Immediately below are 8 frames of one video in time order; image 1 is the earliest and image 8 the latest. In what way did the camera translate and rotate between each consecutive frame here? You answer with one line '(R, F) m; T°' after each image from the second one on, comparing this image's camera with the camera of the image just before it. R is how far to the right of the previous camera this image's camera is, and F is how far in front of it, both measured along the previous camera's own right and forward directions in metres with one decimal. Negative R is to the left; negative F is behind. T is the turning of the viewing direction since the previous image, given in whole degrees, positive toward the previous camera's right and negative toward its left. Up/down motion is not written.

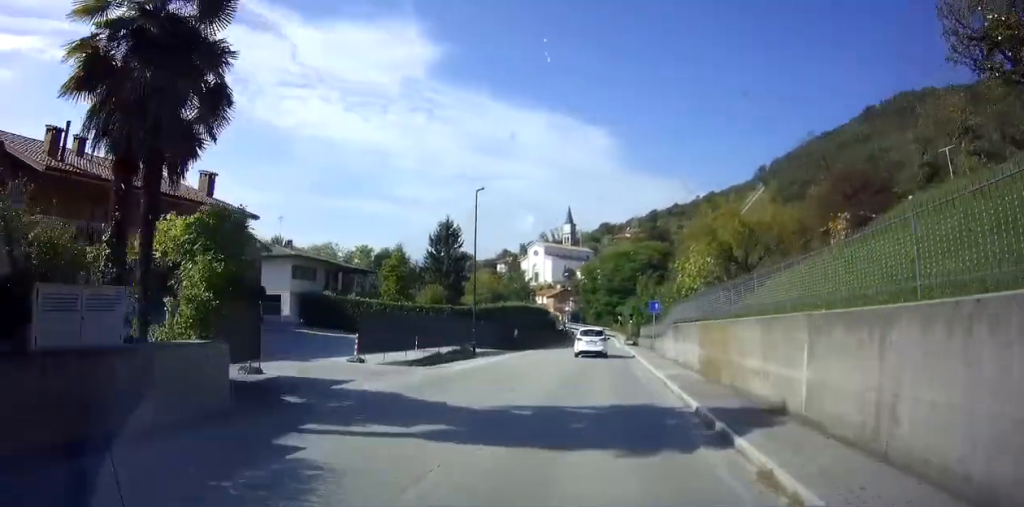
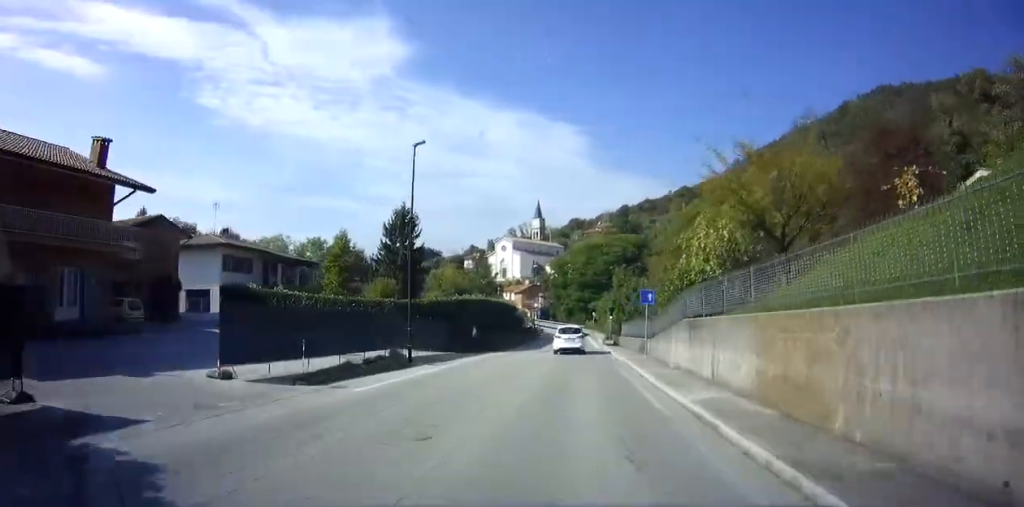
(+0.4, +6.6) m; +3°
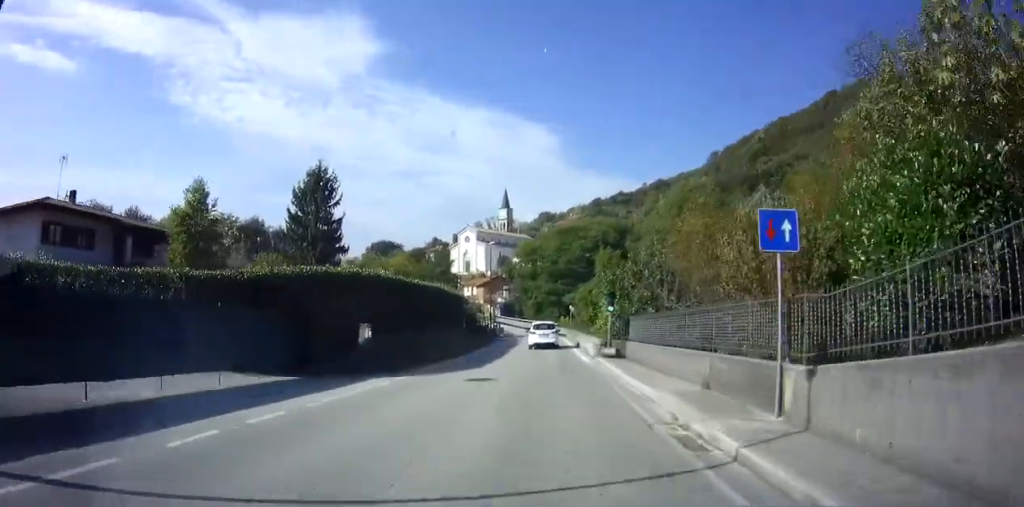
(0.0, +16.3) m; 0°
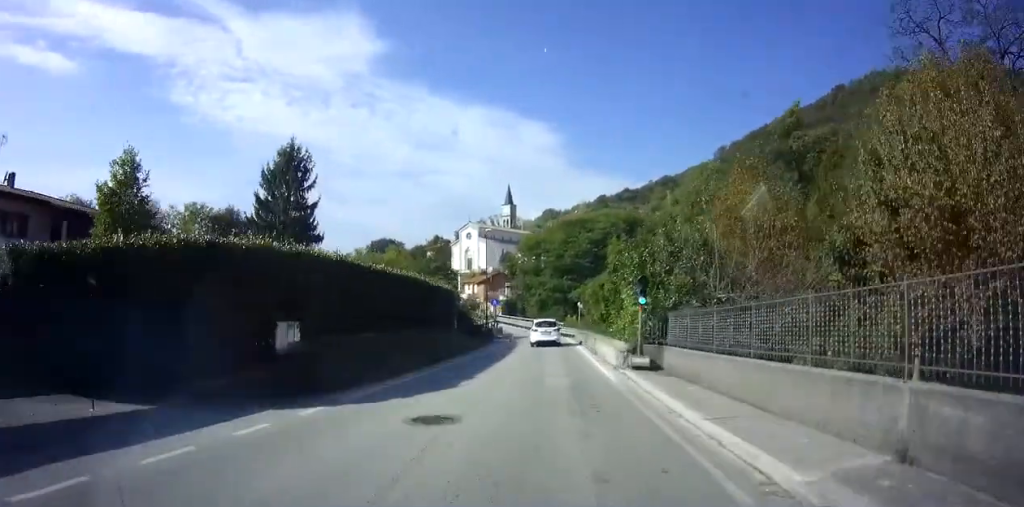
(0.0, +6.2) m; 0°
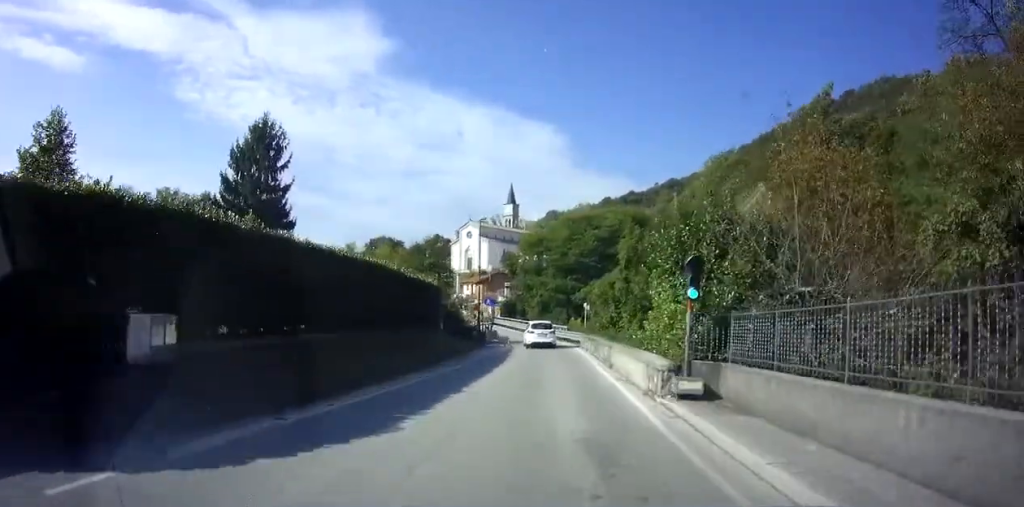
(0.0, +5.2) m; 0°
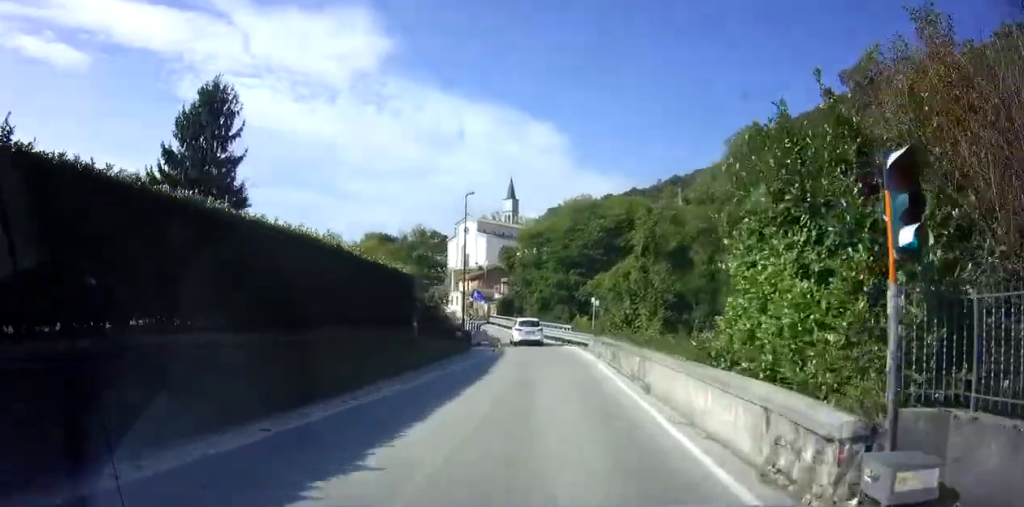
(0.0, +6.4) m; 0°
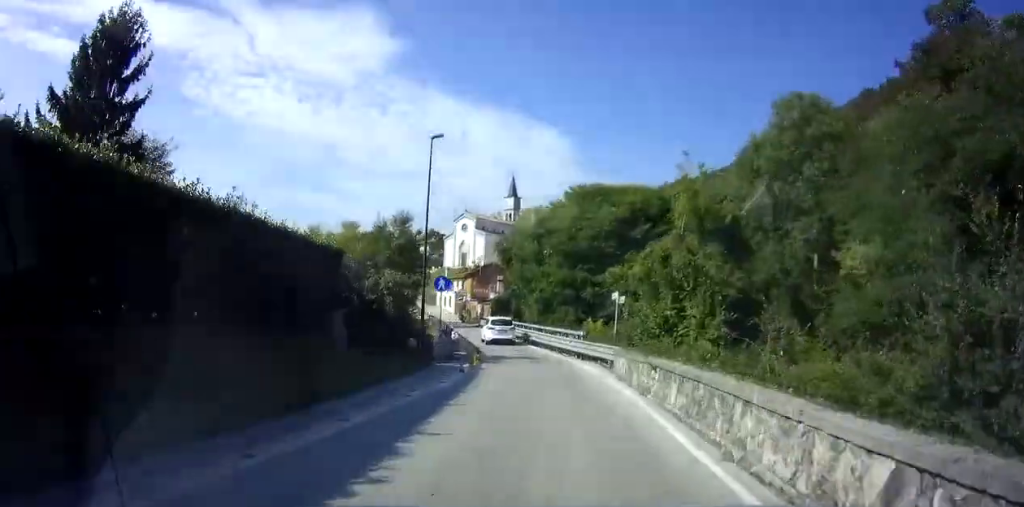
(0.0, +9.4) m; 0°
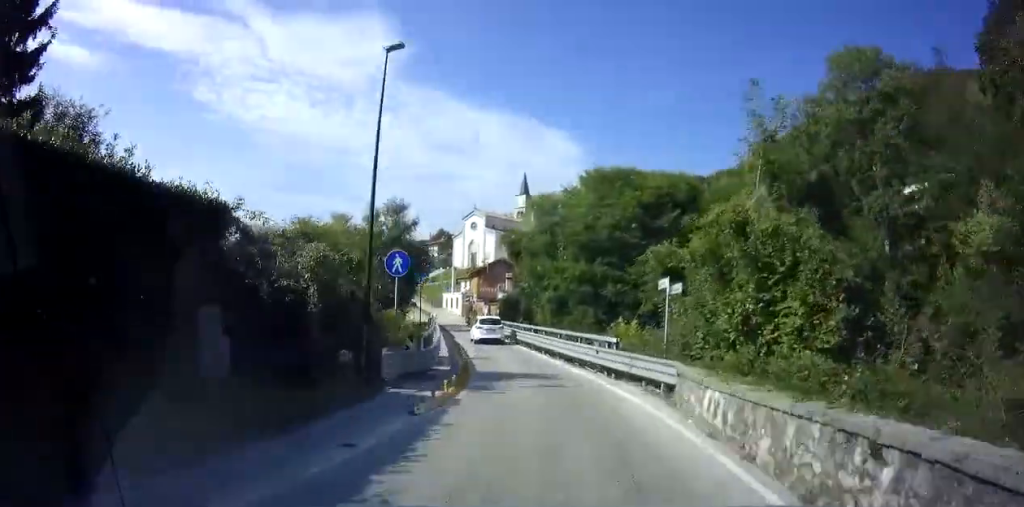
(0.0, +7.5) m; -2°
